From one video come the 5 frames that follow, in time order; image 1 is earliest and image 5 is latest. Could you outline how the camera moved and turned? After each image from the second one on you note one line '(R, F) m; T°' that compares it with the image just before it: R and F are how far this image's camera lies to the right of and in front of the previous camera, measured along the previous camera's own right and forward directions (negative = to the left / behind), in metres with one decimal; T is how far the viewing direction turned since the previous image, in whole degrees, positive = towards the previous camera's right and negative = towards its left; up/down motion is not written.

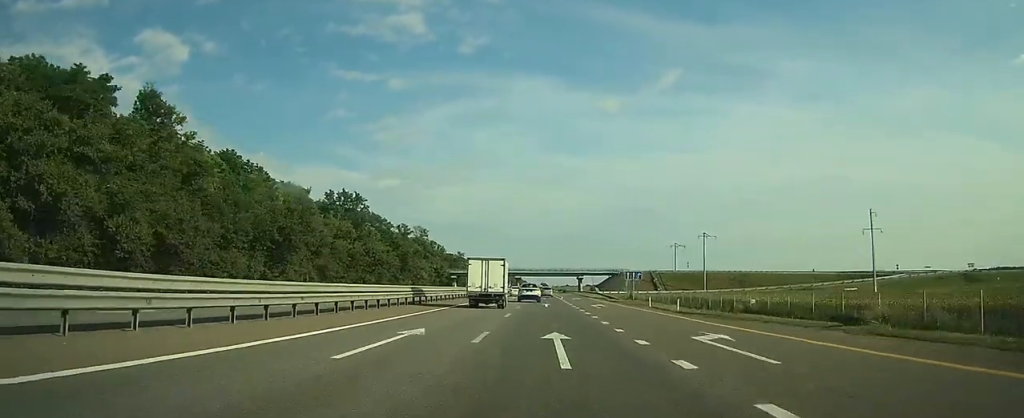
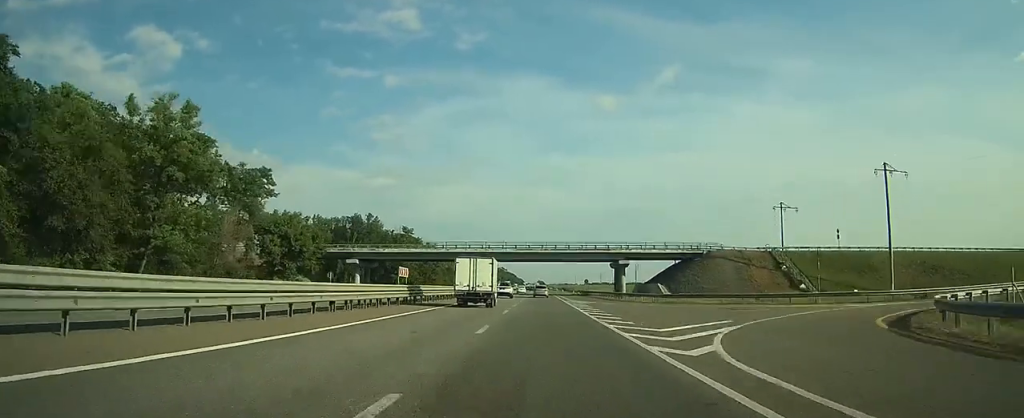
(+0.4, +105.5) m; +1°
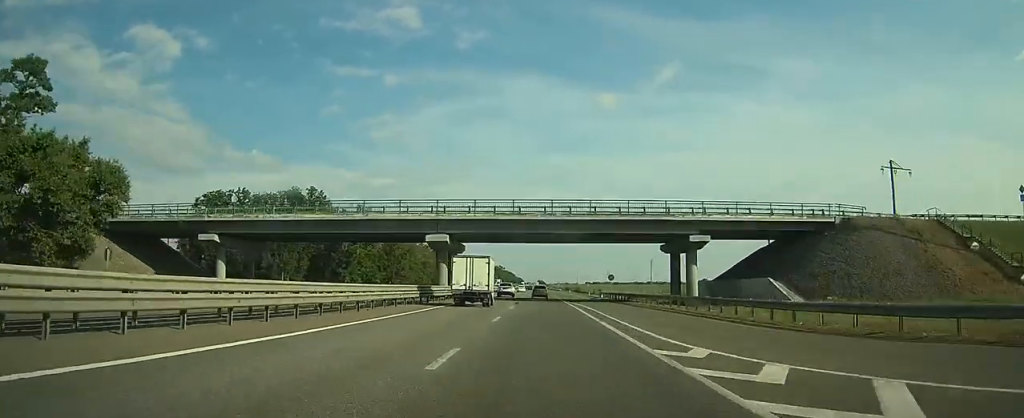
(0.0, +42.5) m; 0°
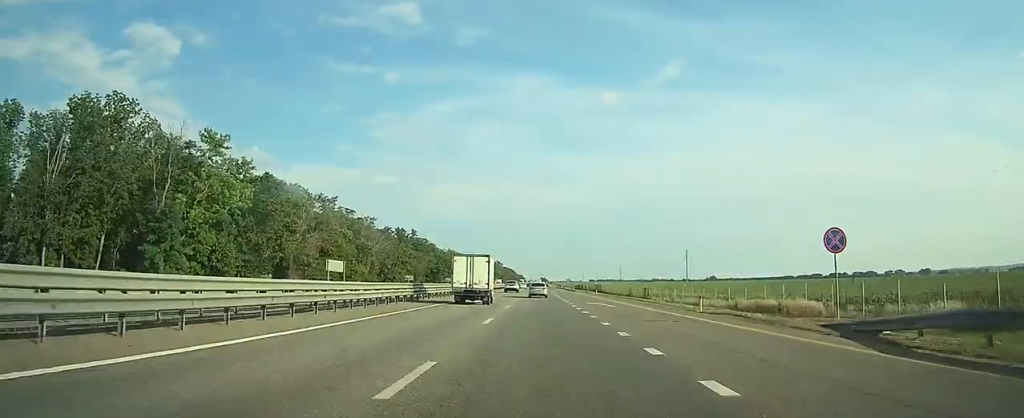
(-0.3, +61.7) m; 0°
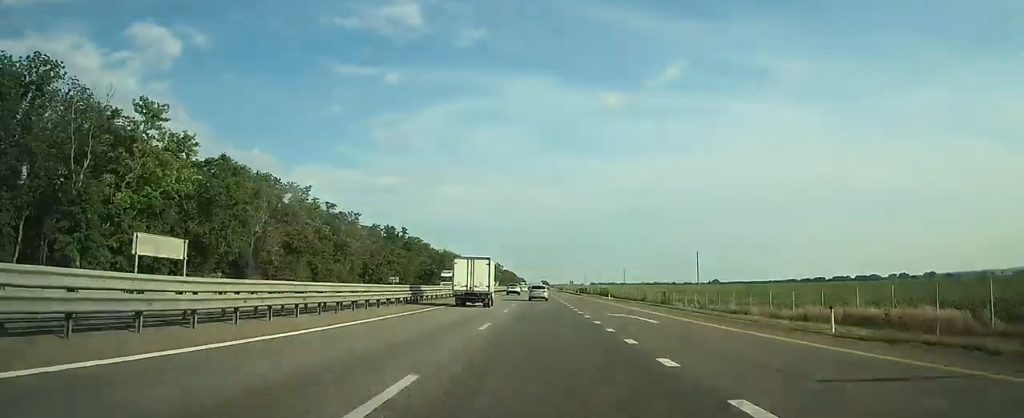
(0.0, +13.0) m; 0°
